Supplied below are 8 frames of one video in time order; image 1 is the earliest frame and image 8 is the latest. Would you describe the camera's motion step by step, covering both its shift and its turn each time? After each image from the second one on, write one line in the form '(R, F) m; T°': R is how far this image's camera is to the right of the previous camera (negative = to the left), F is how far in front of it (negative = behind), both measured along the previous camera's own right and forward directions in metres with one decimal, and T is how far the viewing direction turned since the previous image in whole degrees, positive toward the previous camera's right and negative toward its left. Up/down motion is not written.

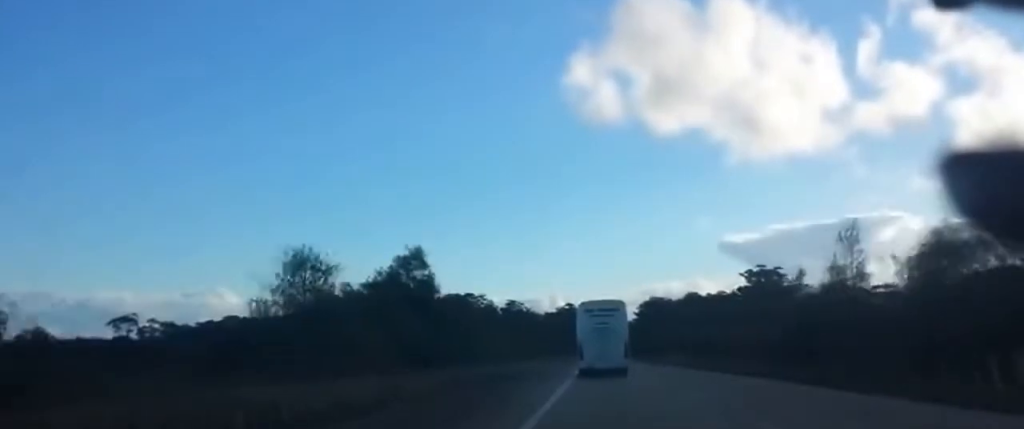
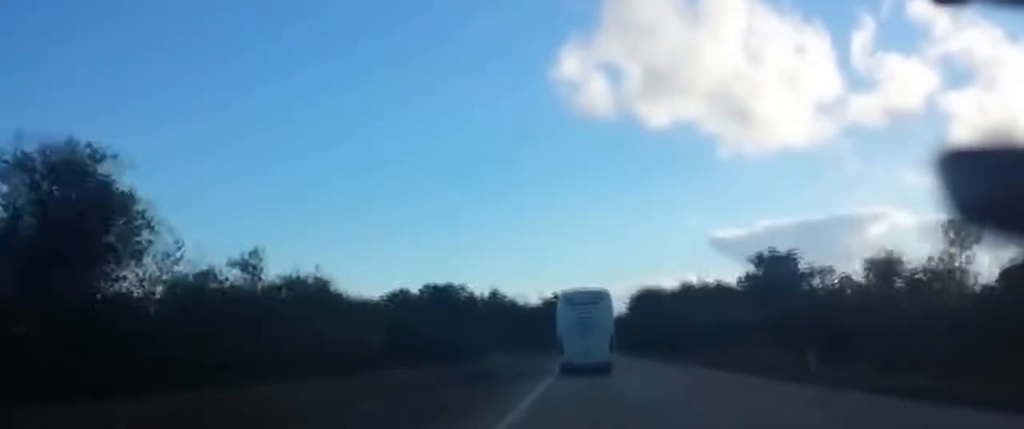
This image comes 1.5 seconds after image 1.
(+0.4, +42.1) m; 0°
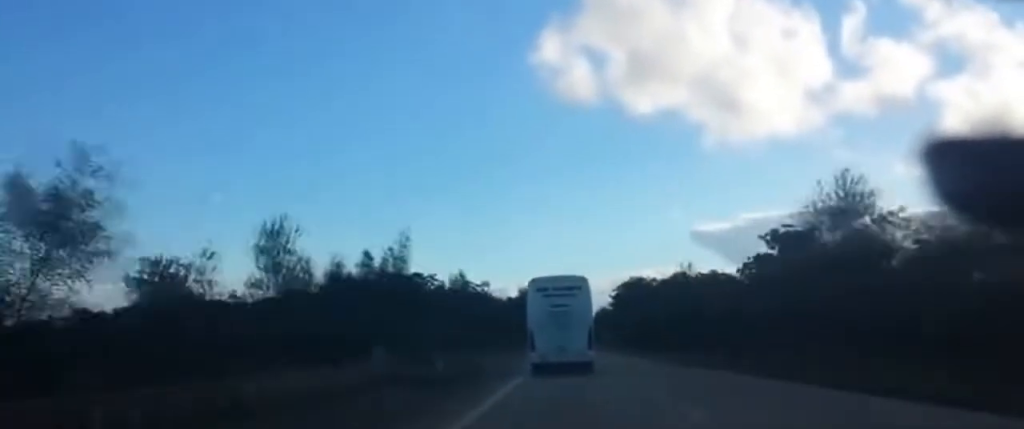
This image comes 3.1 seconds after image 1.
(-0.5, +52.7) m; 0°
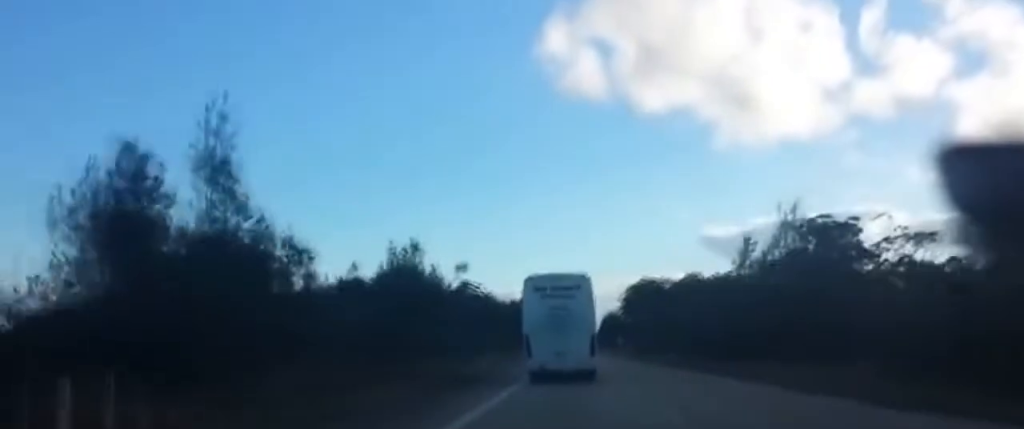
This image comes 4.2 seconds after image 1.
(+0.1, +40.3) m; +1°
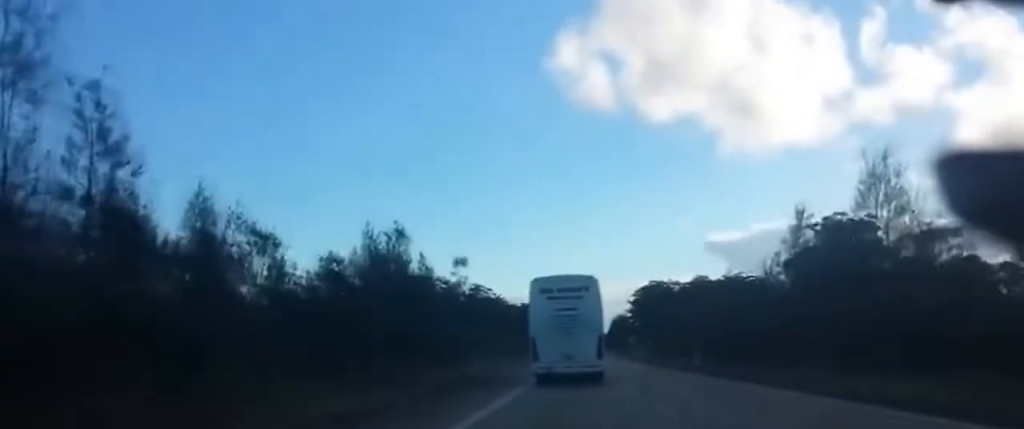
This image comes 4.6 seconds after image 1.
(0.0, +15.6) m; 0°
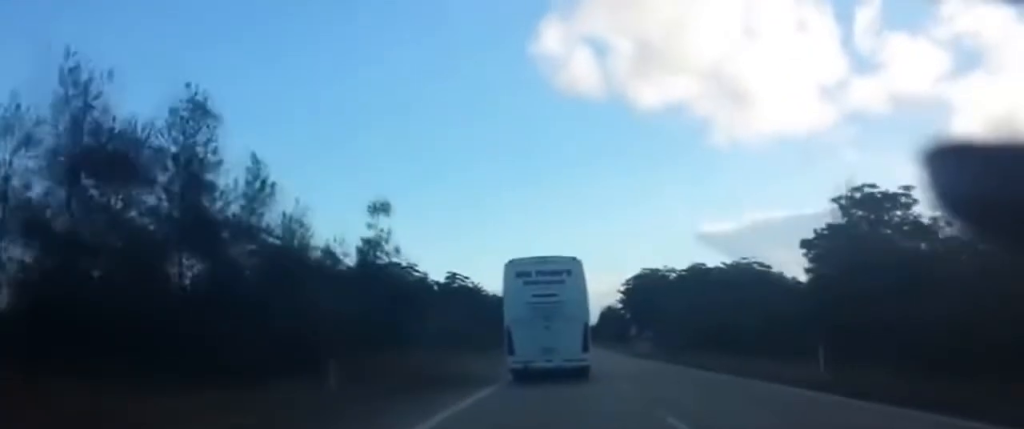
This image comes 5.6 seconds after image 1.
(+0.4, +39.0) m; 0°
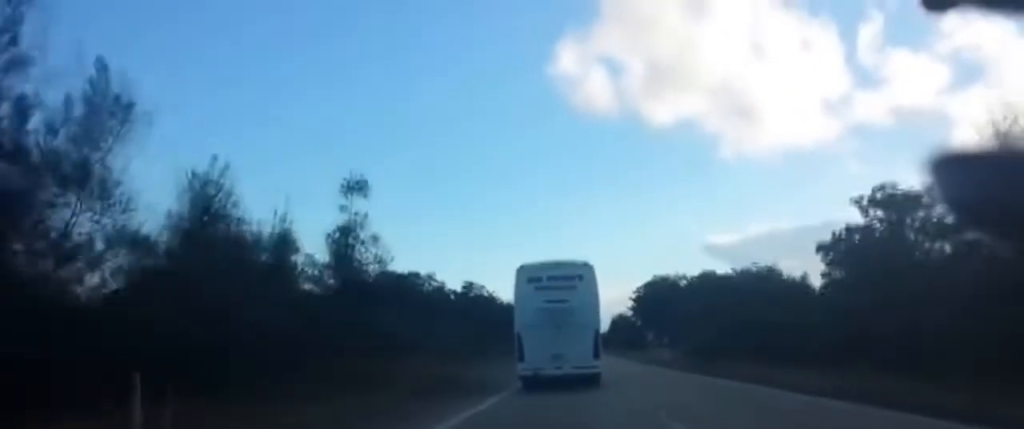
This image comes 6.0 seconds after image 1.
(0.0, +16.3) m; 0°
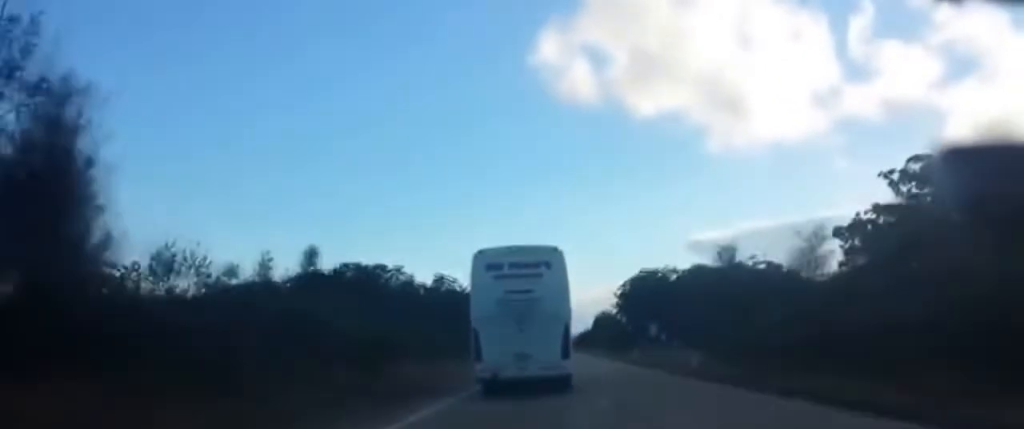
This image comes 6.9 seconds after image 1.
(-0.1, +32.4) m; 0°
